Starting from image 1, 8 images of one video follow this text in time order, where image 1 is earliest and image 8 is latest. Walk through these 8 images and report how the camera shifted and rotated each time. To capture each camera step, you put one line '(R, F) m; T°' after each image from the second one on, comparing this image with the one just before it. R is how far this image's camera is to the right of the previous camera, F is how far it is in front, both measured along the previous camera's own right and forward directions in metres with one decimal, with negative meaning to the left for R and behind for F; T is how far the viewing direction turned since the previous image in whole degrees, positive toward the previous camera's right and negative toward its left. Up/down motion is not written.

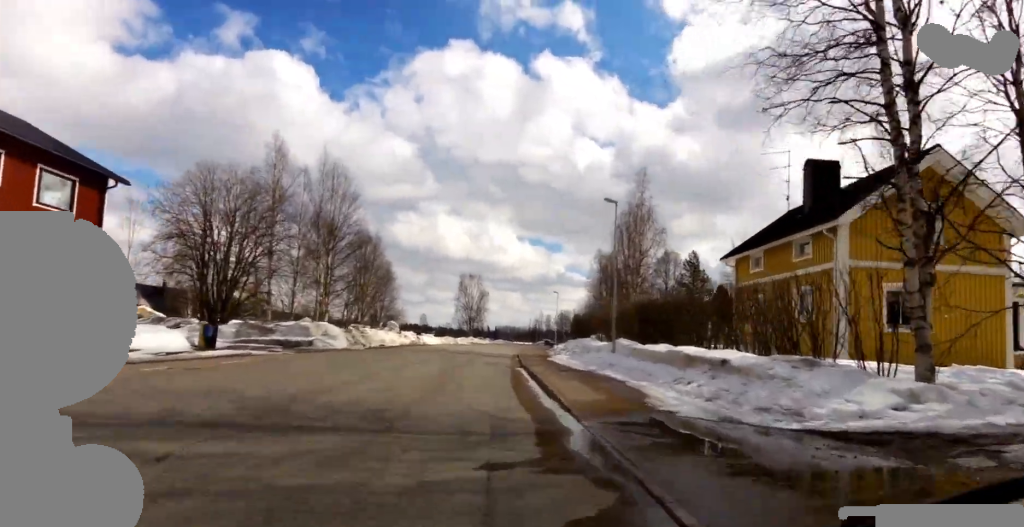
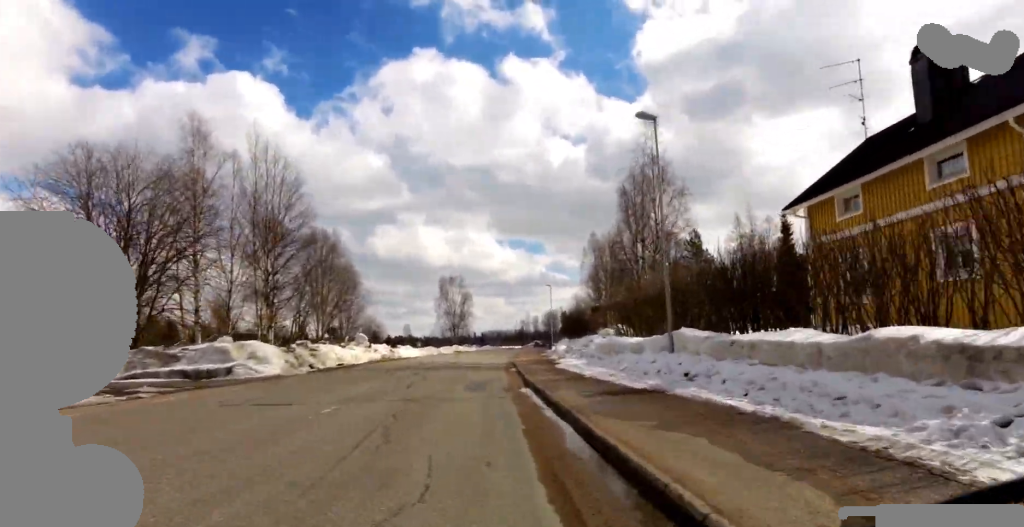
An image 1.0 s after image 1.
(-0.6, +8.3) m; -1°
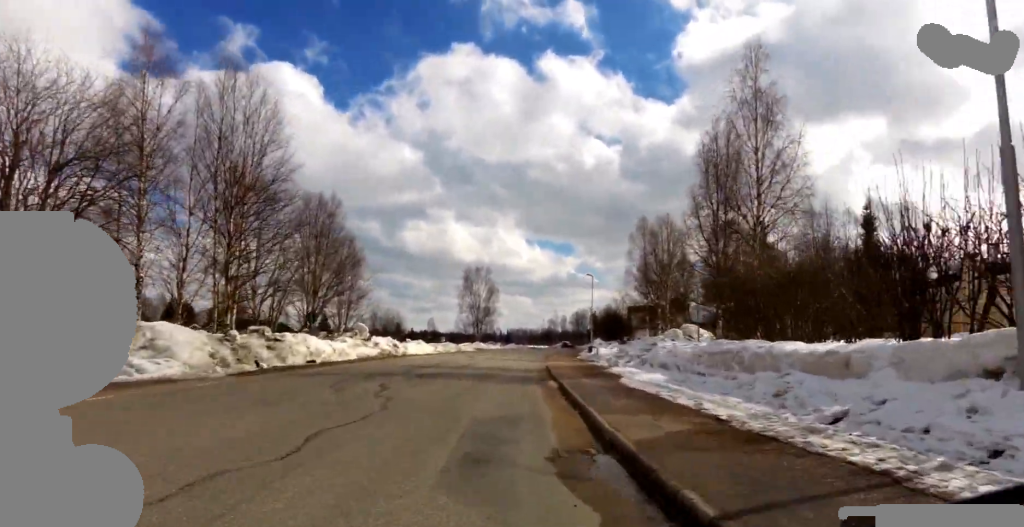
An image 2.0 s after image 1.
(+0.4, +9.0) m; -1°
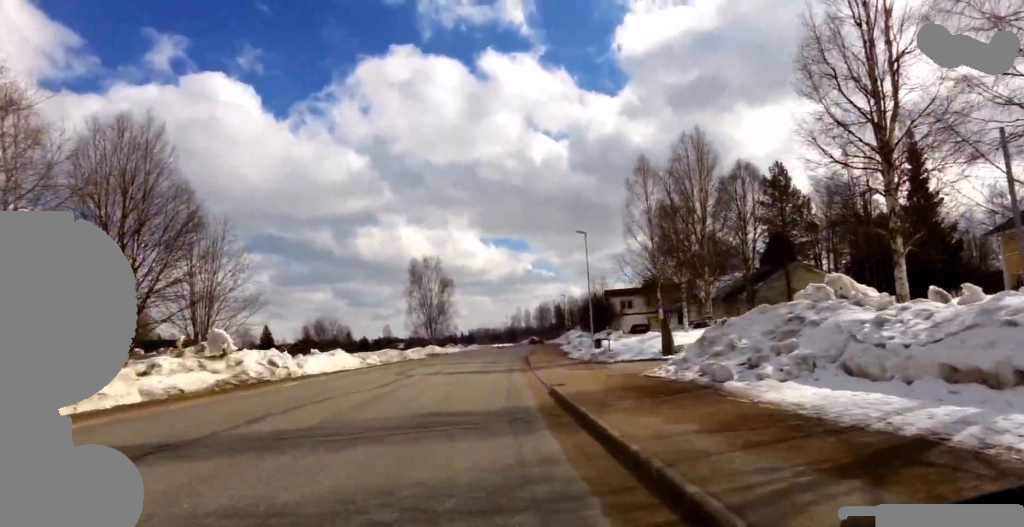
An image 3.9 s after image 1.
(-0.7, +15.1) m; +2°
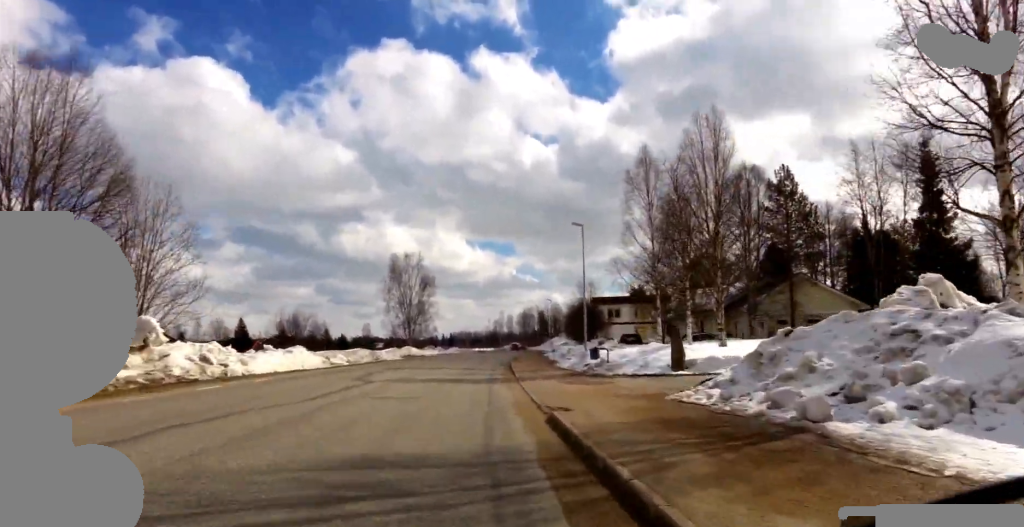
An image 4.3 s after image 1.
(+0.5, +3.6) m; 0°
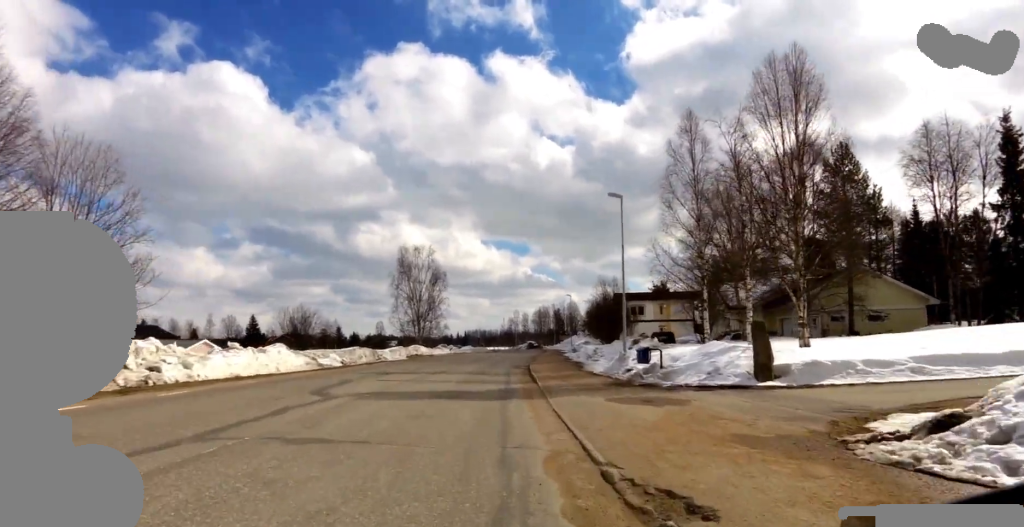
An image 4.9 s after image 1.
(+0.2, +5.0) m; 0°
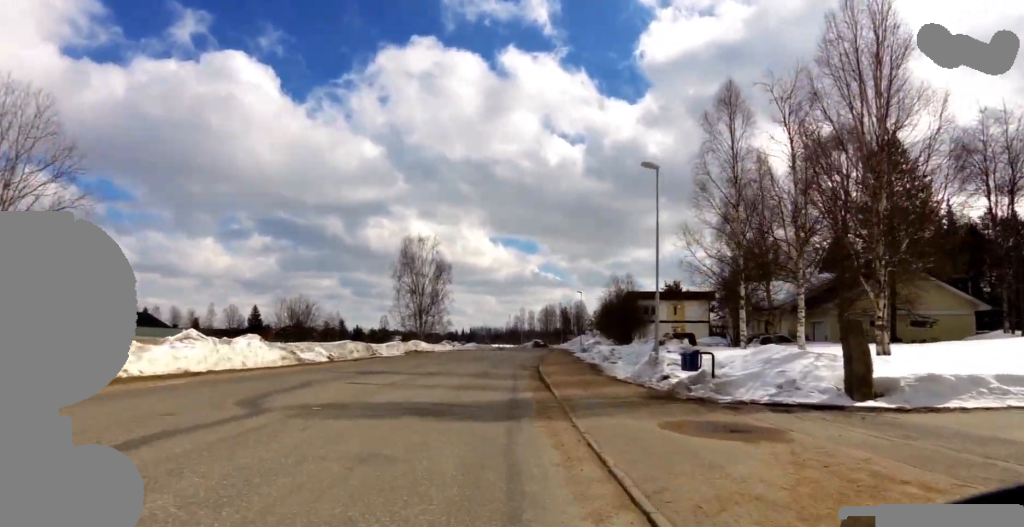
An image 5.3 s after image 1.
(-0.5, +3.6) m; 0°
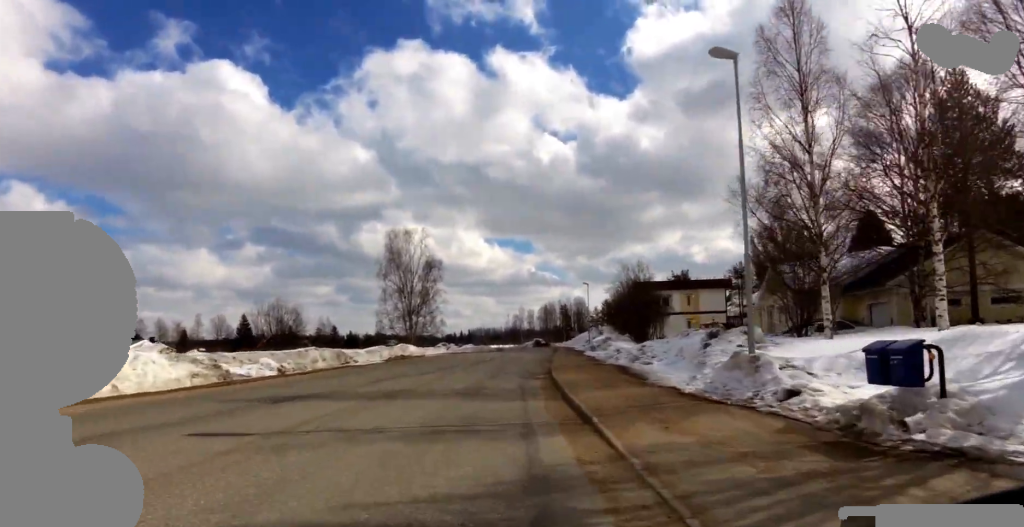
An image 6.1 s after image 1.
(+0.1, +6.6) m; 0°
